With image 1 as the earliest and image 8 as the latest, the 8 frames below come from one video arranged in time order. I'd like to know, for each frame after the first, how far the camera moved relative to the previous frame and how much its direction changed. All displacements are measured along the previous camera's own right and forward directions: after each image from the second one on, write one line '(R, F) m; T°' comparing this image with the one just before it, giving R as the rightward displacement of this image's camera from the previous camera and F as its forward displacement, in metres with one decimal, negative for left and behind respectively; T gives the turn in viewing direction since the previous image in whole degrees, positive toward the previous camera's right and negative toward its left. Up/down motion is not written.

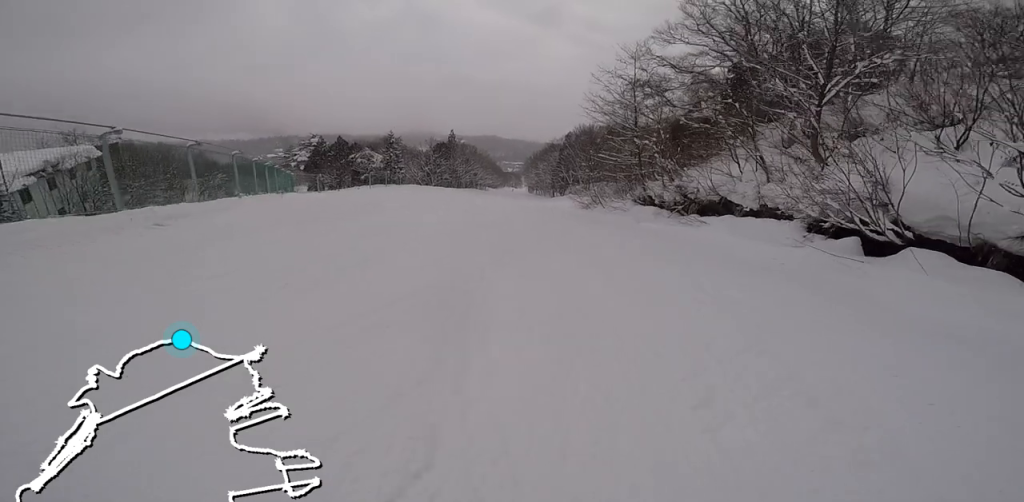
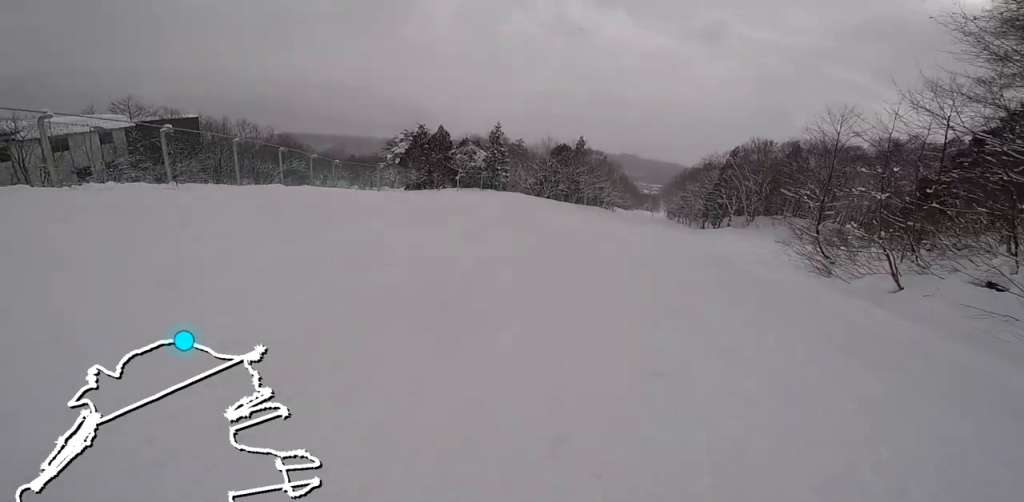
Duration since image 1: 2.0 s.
(-1.3, +19.5) m; +2°
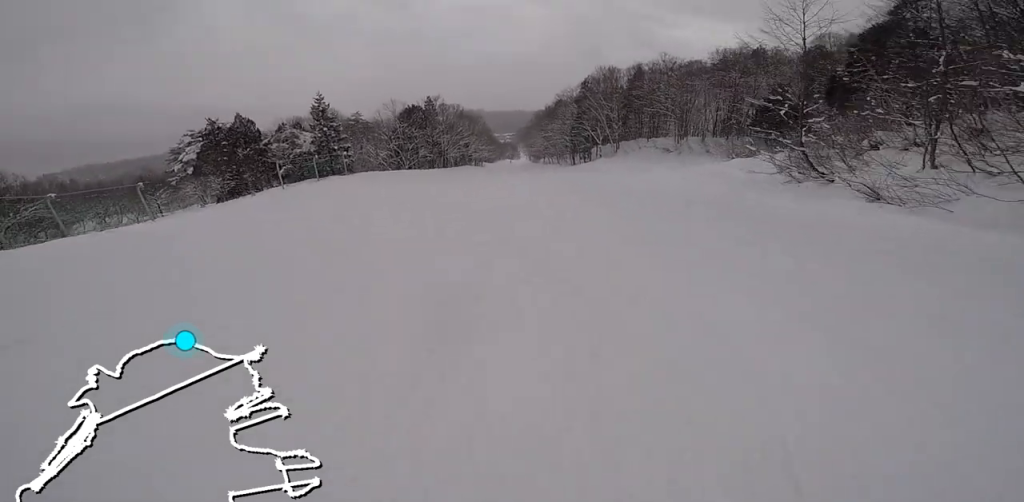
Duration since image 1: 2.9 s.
(+0.5, +9.0) m; +9°
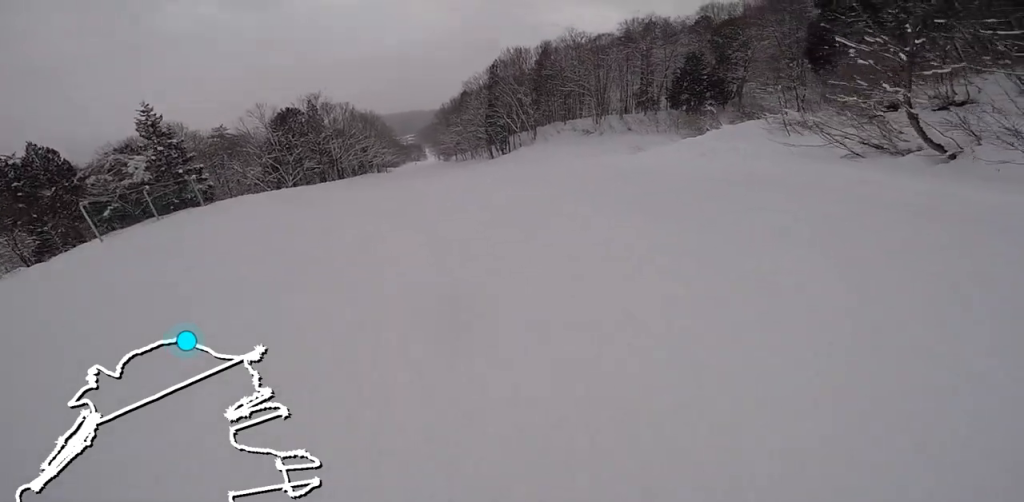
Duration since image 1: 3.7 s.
(+0.4, +8.1) m; +5°
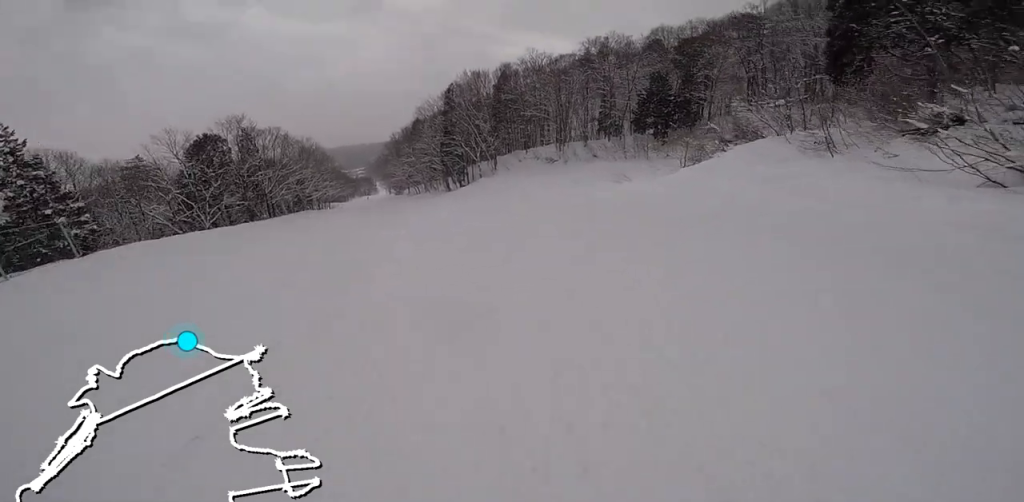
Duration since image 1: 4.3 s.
(+1.1, +6.1) m; 0°
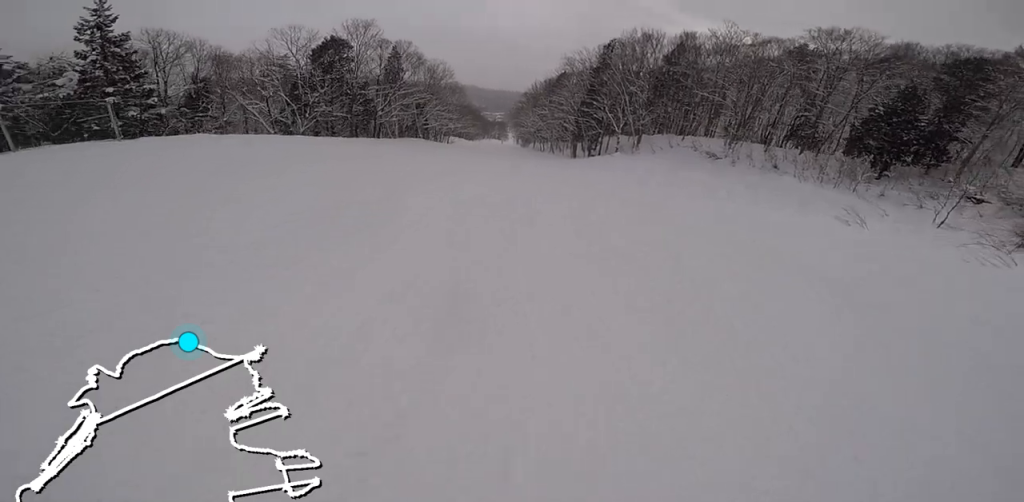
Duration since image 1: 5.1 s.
(-1.2, +8.9) m; -2°
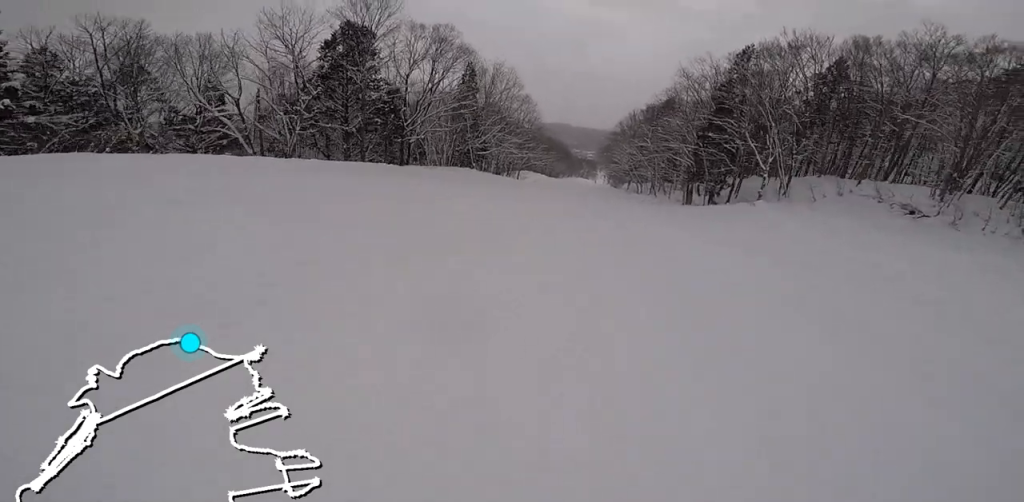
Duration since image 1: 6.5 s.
(+0.6, +14.9) m; -1°
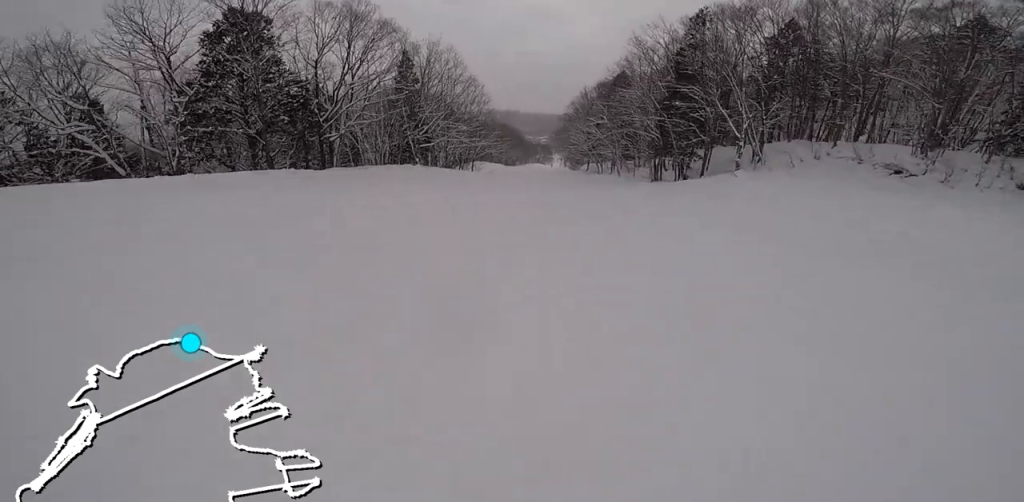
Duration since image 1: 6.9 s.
(-0.5, +4.3) m; 0°
